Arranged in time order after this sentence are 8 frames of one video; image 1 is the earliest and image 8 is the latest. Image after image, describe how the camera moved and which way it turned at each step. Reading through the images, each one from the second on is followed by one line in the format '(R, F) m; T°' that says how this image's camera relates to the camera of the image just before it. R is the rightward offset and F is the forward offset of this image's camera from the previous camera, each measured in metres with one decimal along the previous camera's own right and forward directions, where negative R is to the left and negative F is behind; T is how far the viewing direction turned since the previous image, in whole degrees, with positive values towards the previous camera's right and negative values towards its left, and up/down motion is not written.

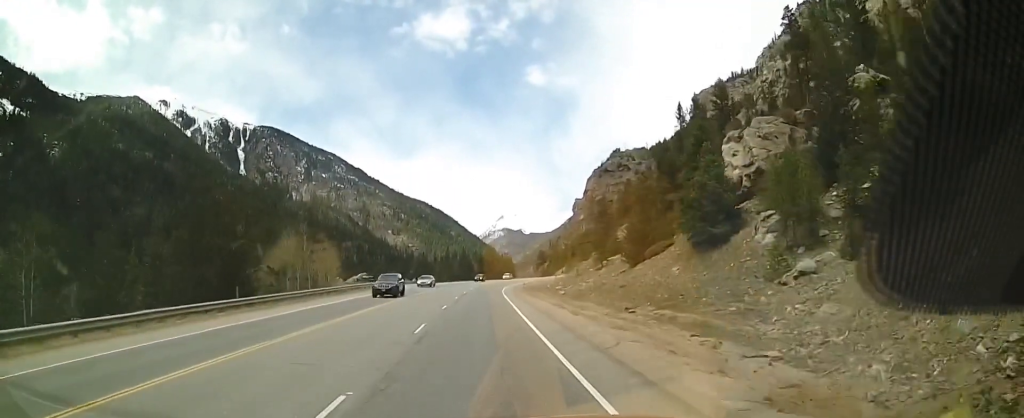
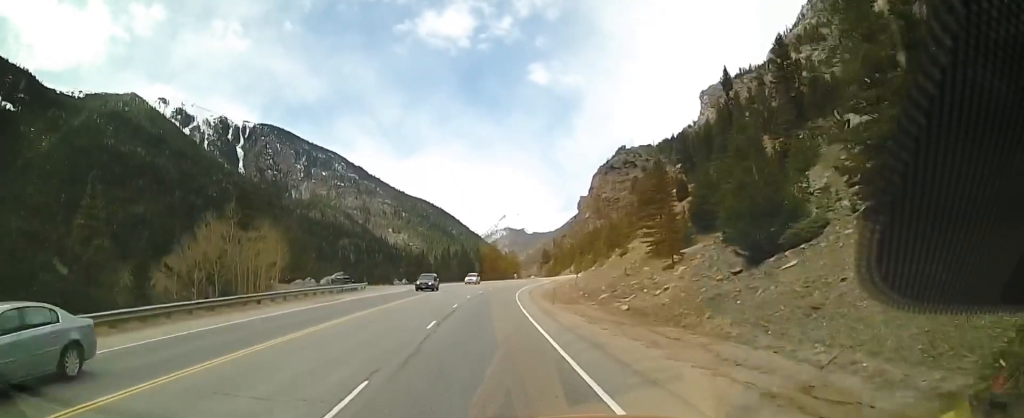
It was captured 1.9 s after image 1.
(-0.3, +23.1) m; 0°
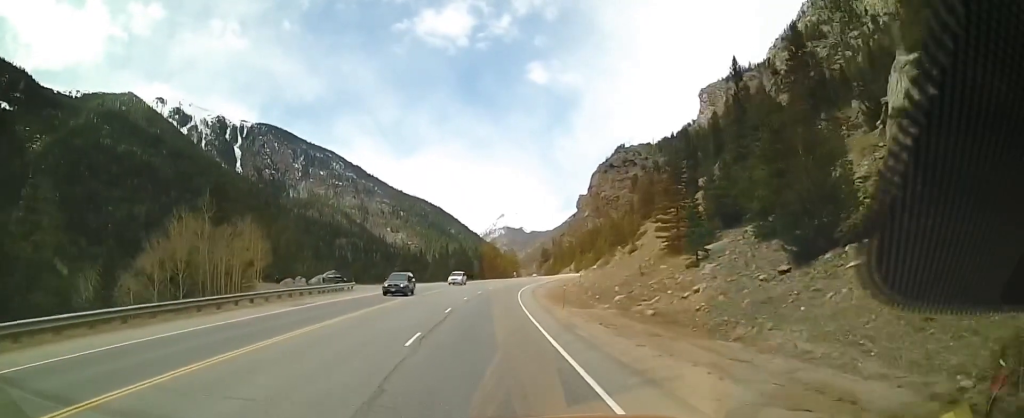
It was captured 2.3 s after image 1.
(0.0, +4.9) m; 0°
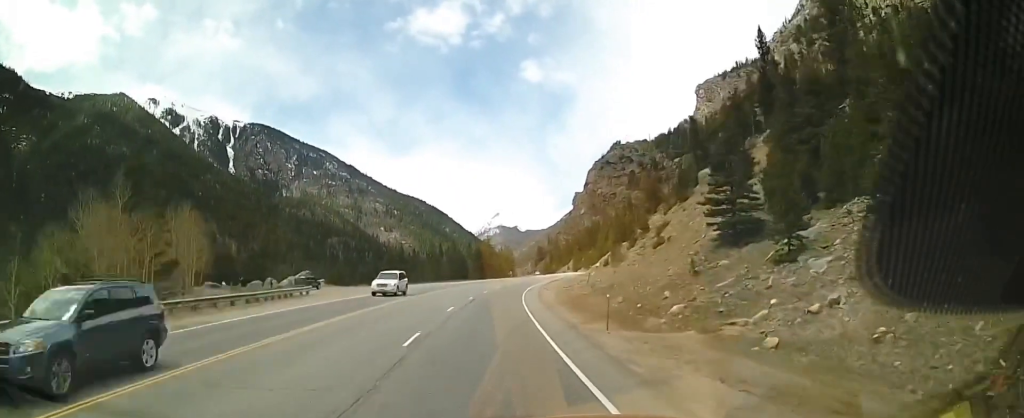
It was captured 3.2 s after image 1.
(+0.3, +11.9) m; 0°
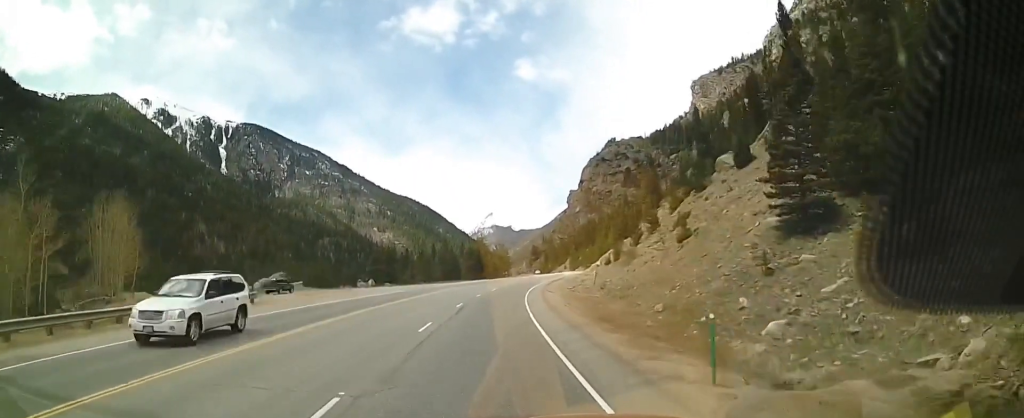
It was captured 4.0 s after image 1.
(-0.3, +9.2) m; -1°
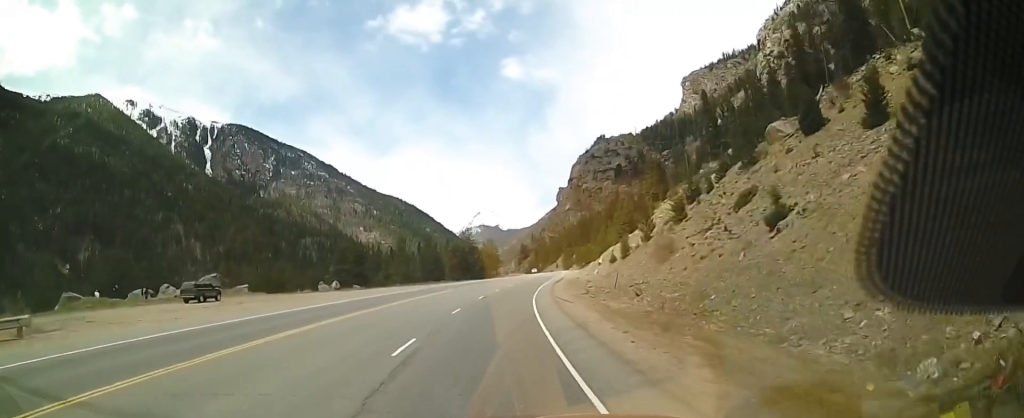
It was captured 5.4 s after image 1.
(+0.2, +17.6) m; 0°
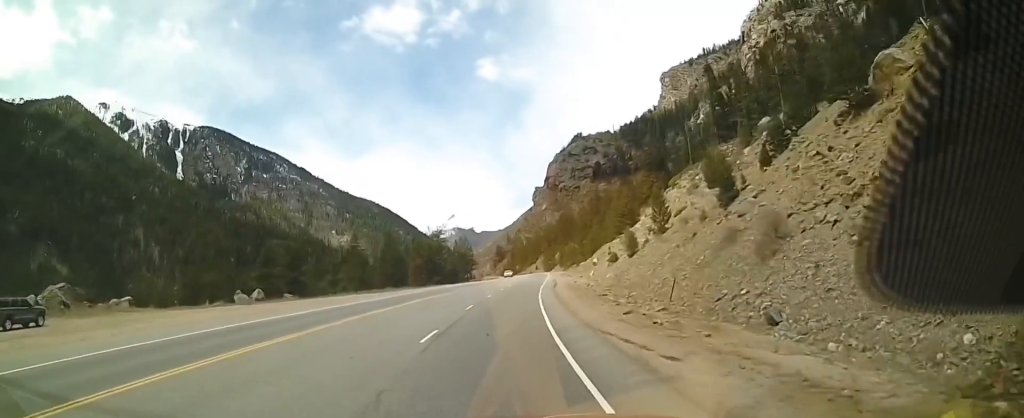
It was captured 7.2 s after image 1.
(+0.5, +22.1) m; +6°
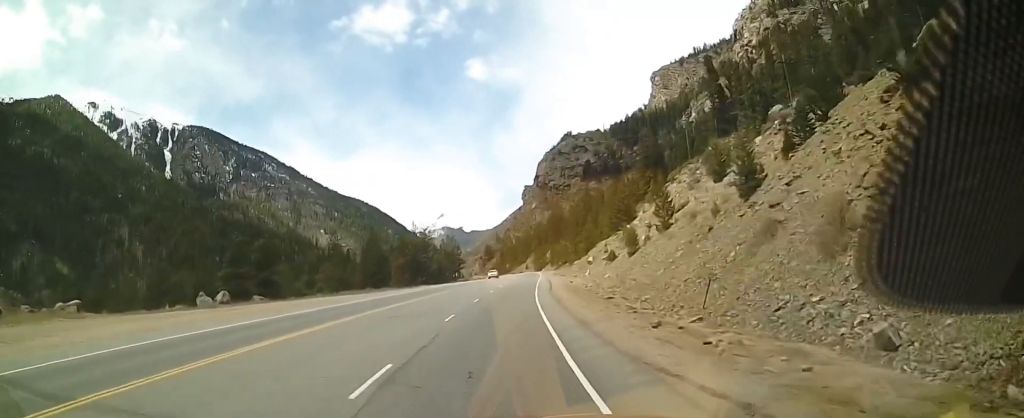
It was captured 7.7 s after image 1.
(+0.3, +6.5) m; +2°
